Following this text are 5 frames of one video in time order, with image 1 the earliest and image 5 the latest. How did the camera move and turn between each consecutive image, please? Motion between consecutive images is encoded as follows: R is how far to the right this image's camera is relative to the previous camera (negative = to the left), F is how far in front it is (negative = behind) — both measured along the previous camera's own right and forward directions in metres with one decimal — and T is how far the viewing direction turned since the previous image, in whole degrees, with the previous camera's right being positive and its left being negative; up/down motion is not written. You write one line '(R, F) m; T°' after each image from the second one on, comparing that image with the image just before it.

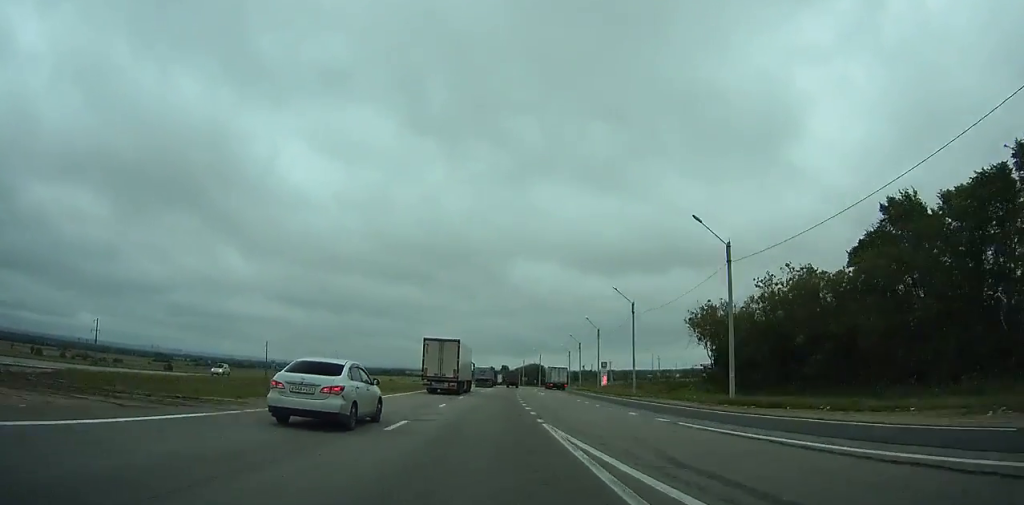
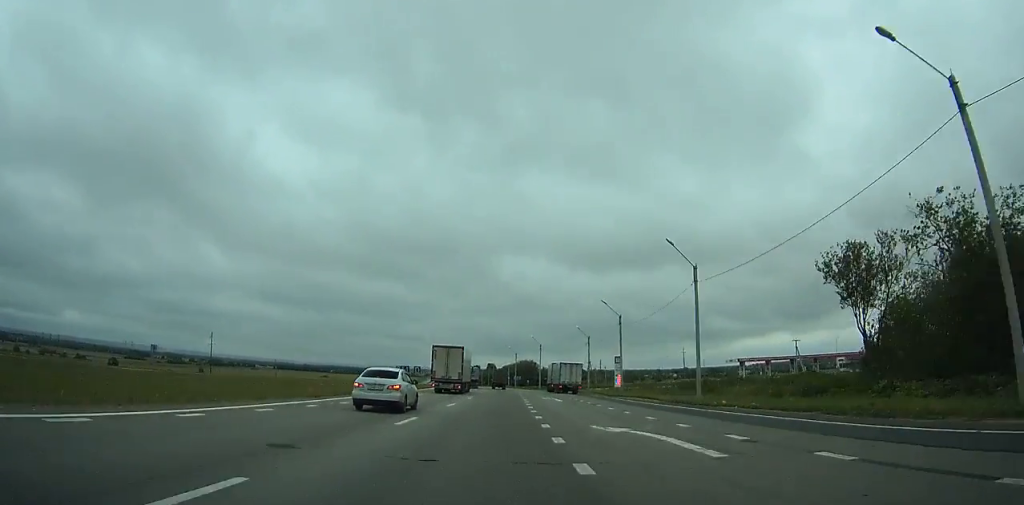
(+0.6, +44.8) m; +1°
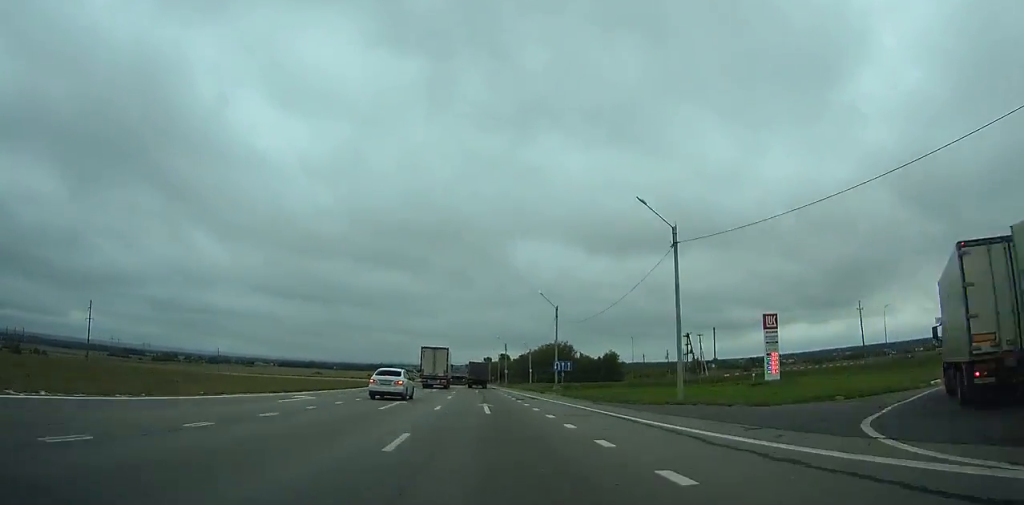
(+0.1, +89.2) m; -1°
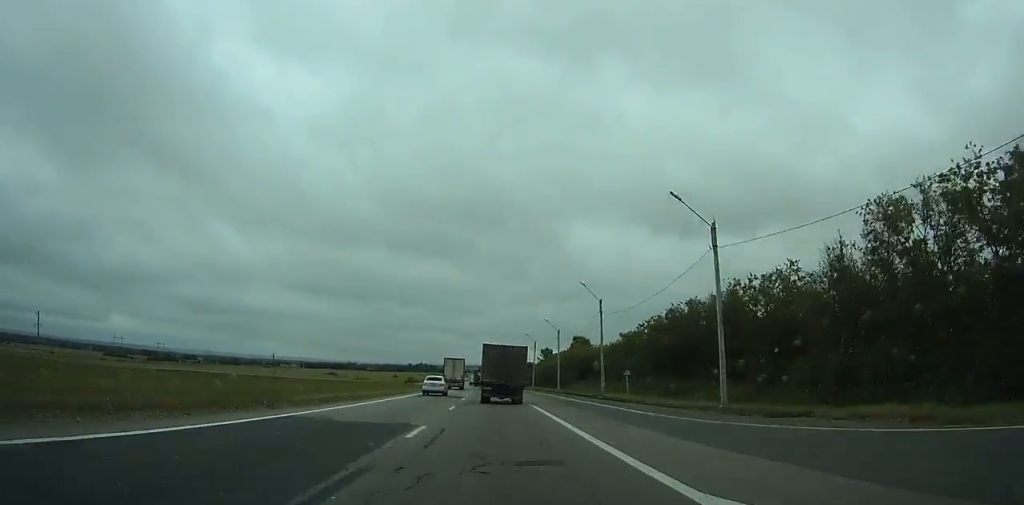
(-6.6, +142.9) m; -5°
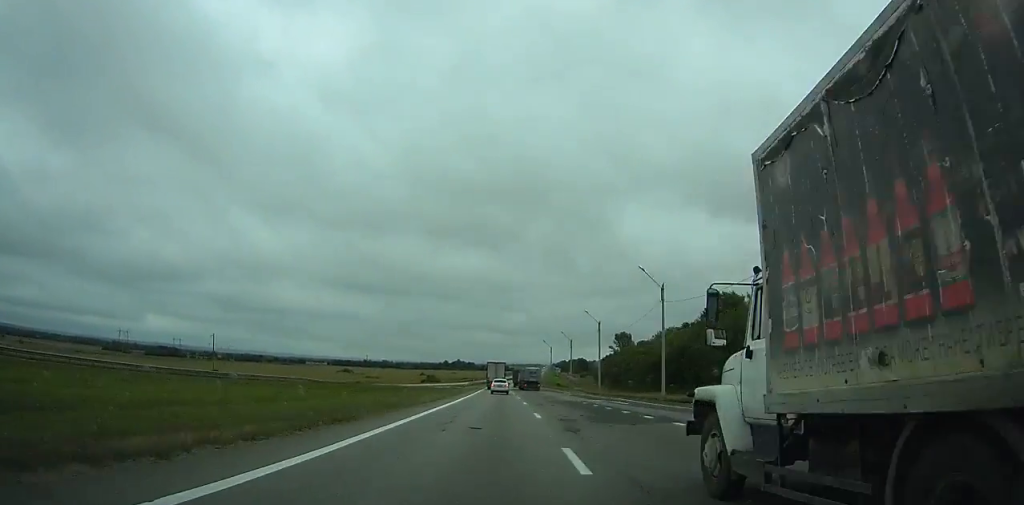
(-3.1, +99.3) m; -3°
